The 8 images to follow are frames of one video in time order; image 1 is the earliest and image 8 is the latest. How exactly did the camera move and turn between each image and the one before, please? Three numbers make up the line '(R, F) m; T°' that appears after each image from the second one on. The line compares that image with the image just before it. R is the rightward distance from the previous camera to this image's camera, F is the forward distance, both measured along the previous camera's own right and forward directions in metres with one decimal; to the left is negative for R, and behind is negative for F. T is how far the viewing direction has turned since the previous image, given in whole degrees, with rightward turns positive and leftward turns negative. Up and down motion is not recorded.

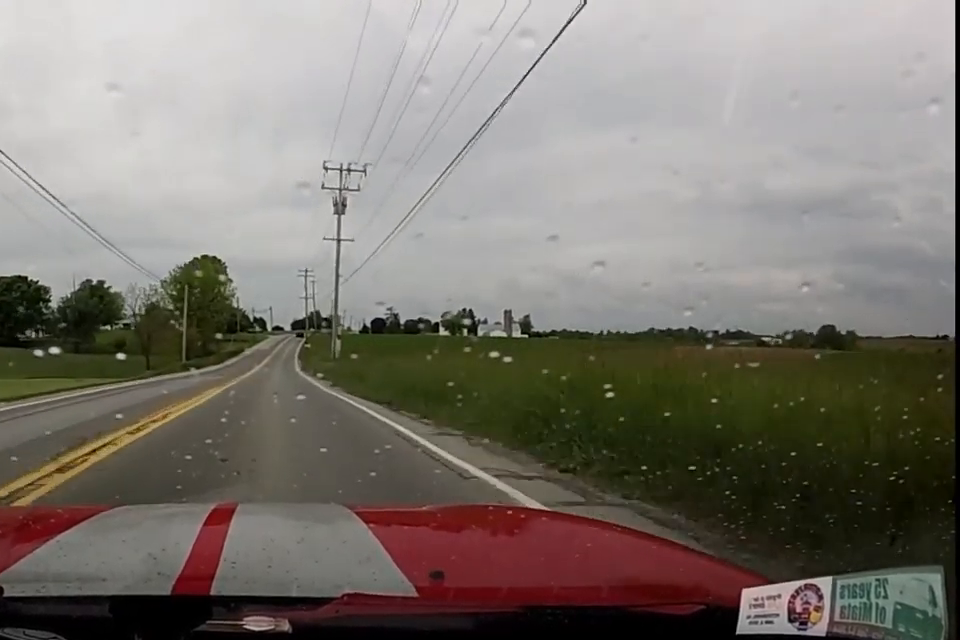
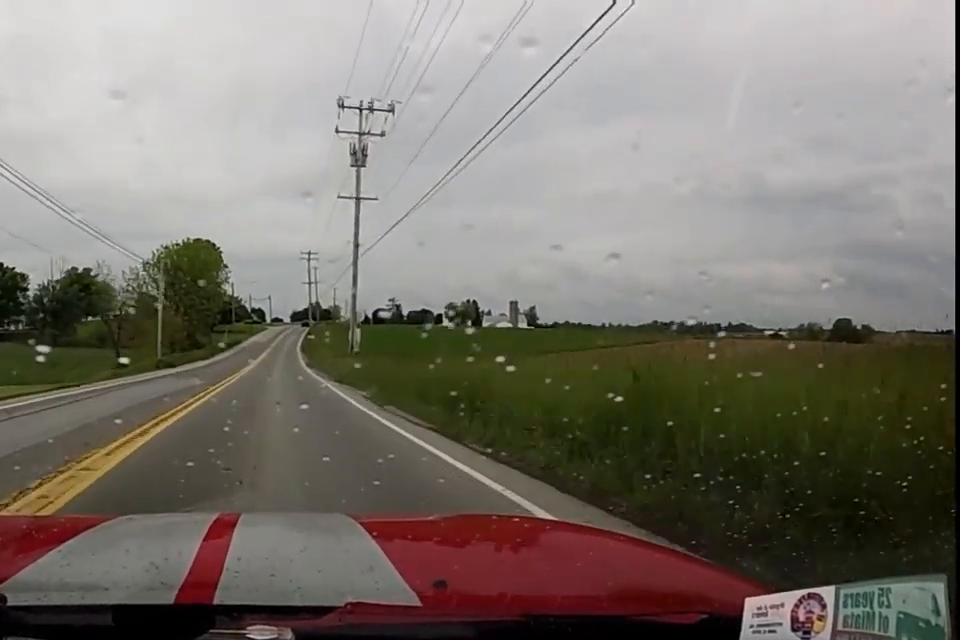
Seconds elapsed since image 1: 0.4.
(+0.2, +11.4) m; +1°
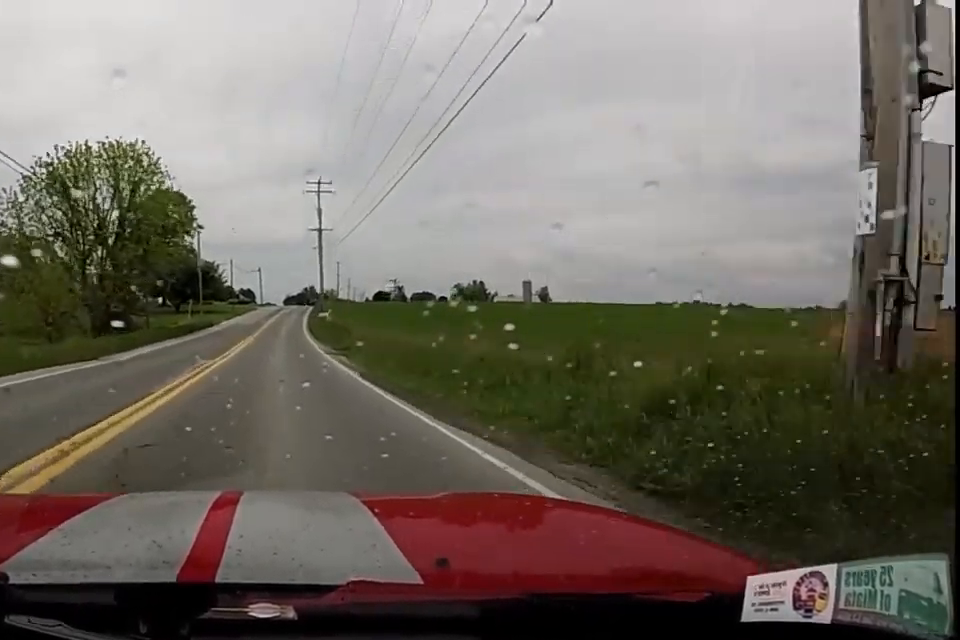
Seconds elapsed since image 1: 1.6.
(+0.3, +34.6) m; +1°
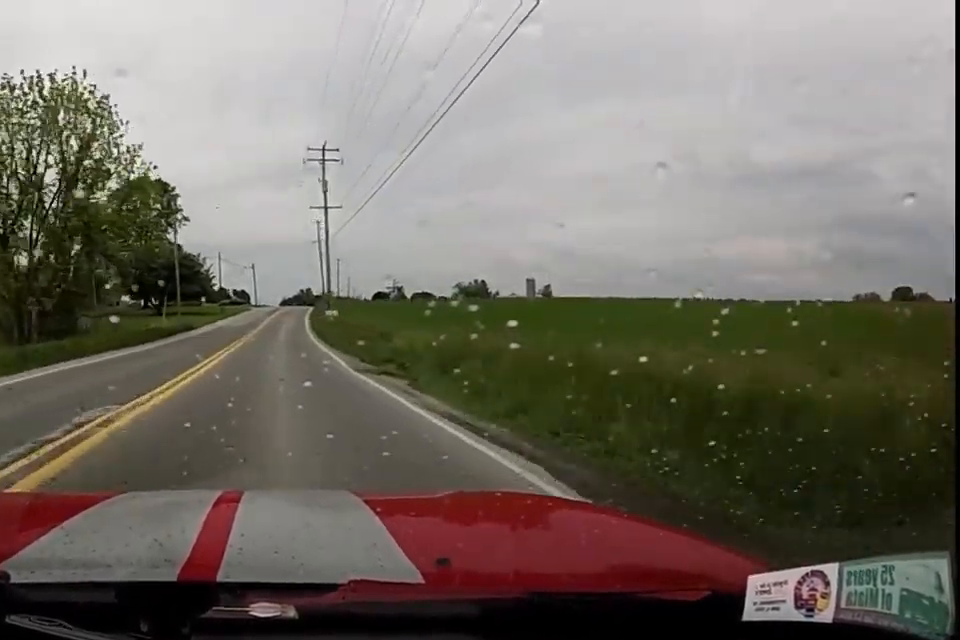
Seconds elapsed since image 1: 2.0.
(0.0, +11.8) m; 0°
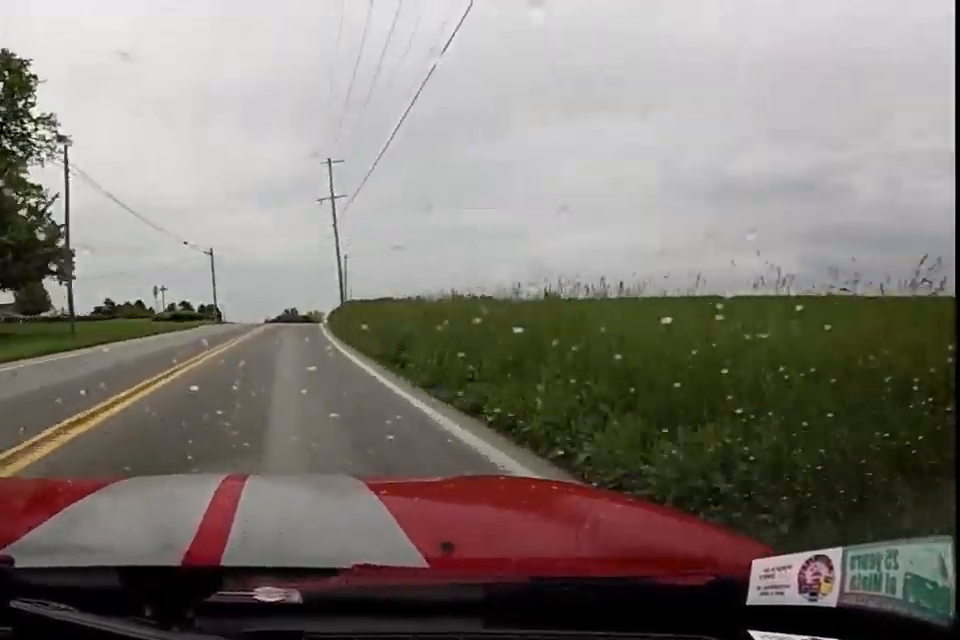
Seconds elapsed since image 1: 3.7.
(0.0, +50.4) m; +2°
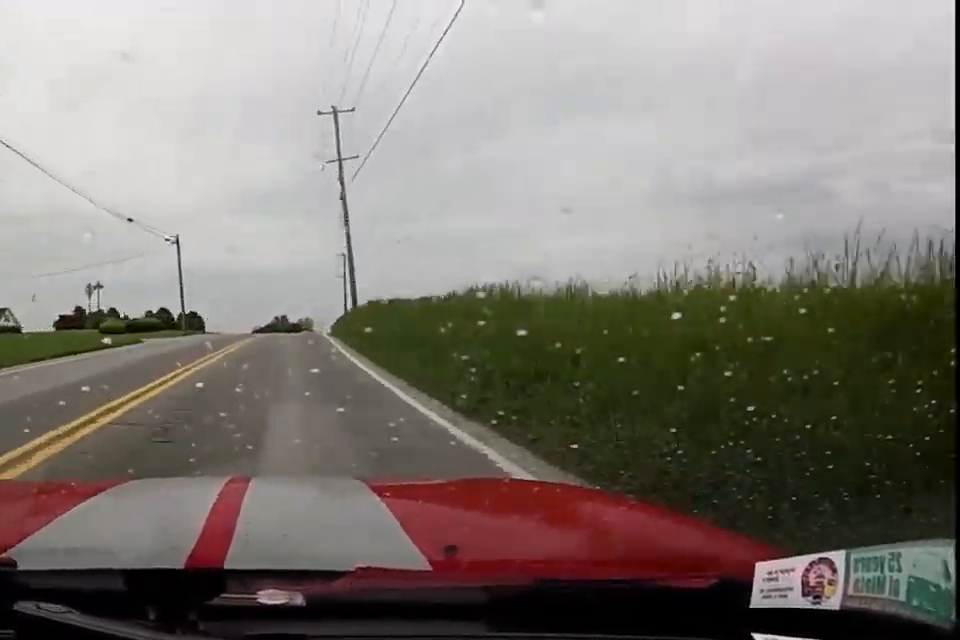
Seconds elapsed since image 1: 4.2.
(+0.2, +15.2) m; +2°
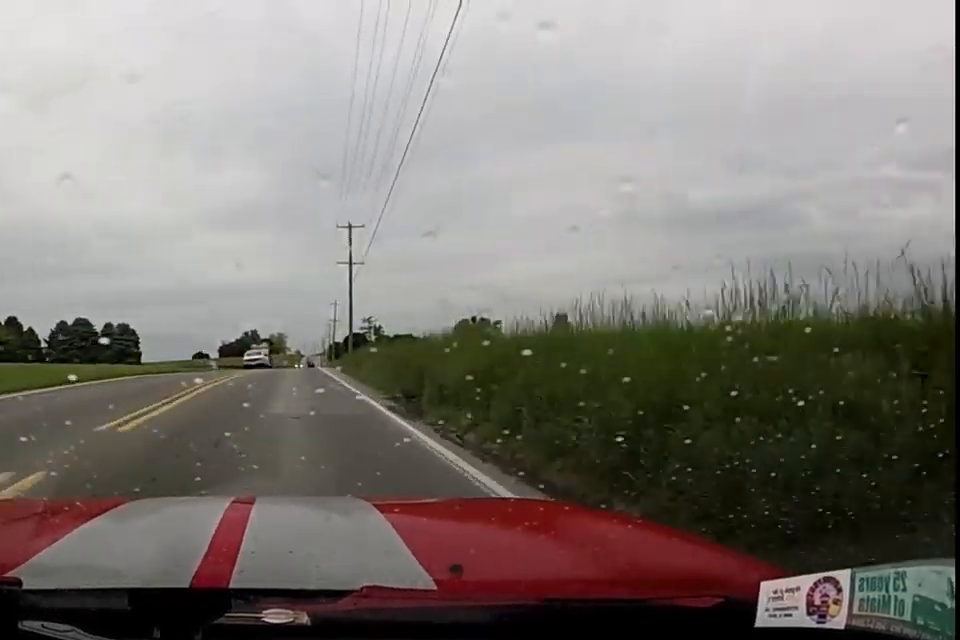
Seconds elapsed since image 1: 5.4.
(+1.8, +38.1) m; +2°
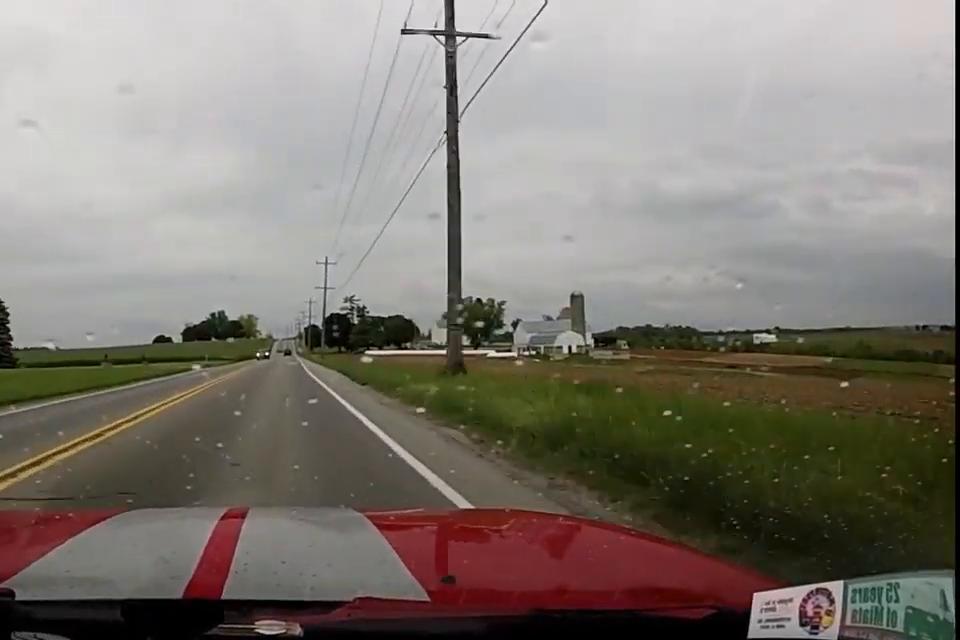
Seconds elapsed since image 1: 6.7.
(-0.9, +37.4) m; 0°
